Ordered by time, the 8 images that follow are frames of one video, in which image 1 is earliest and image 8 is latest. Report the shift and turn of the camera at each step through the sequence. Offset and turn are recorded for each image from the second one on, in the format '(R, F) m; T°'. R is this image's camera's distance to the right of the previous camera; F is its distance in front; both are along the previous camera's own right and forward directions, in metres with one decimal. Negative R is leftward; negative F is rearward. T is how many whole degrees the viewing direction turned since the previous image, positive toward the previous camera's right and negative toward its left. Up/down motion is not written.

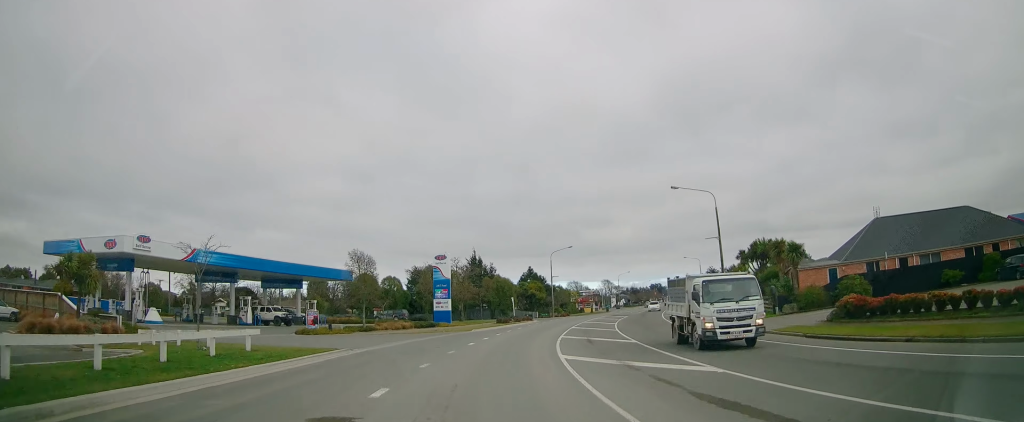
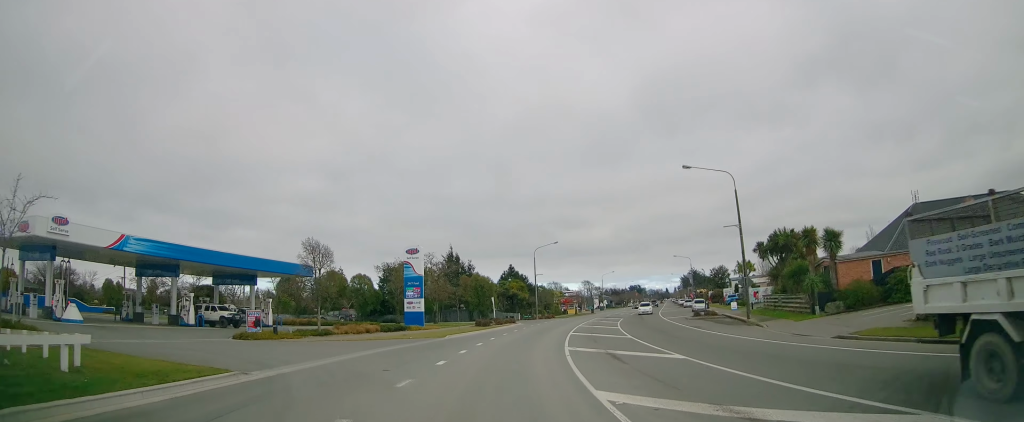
(0.0, +7.0) m; +2°
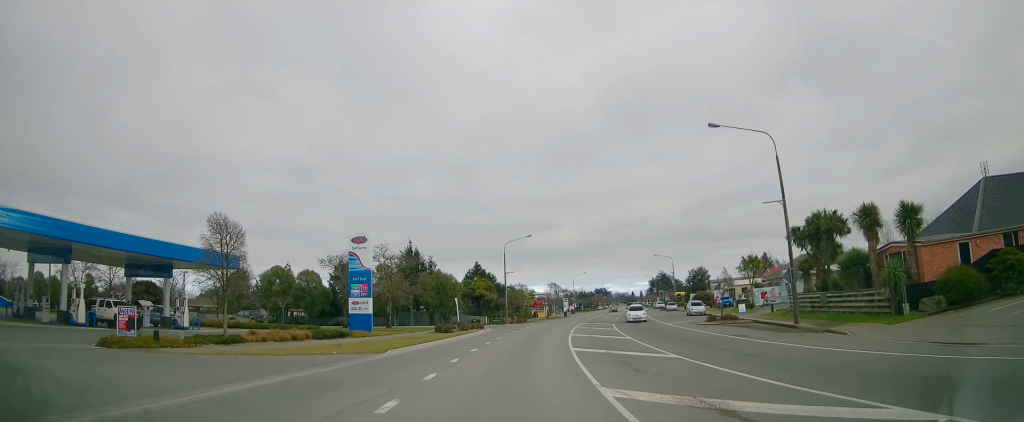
(+0.5, +9.8) m; +4°
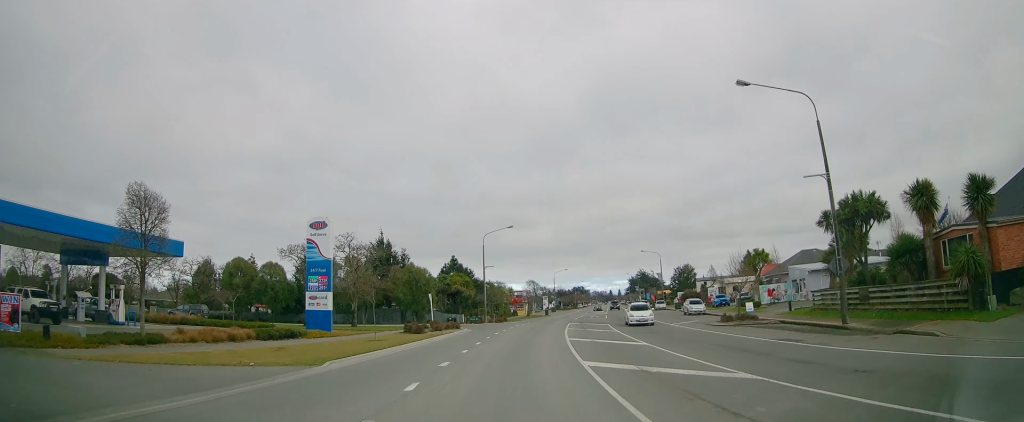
(+0.2, +5.9) m; +2°
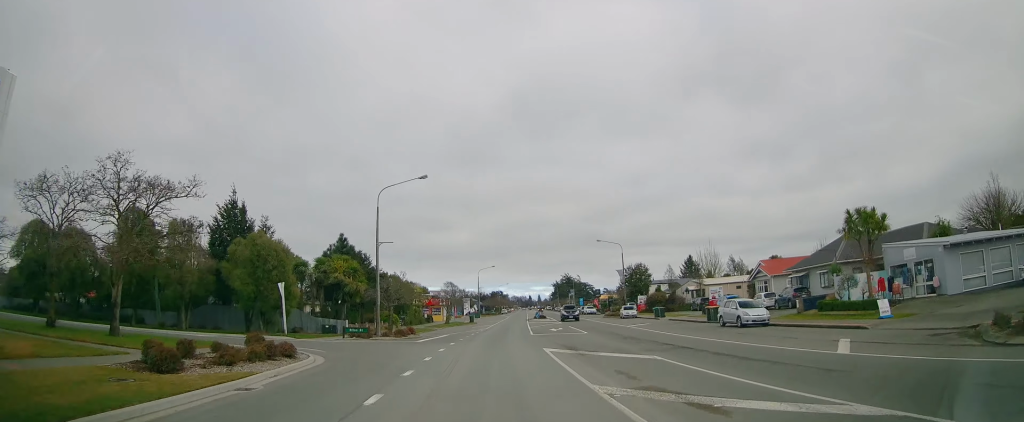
(+1.5, +25.0) m; +8°
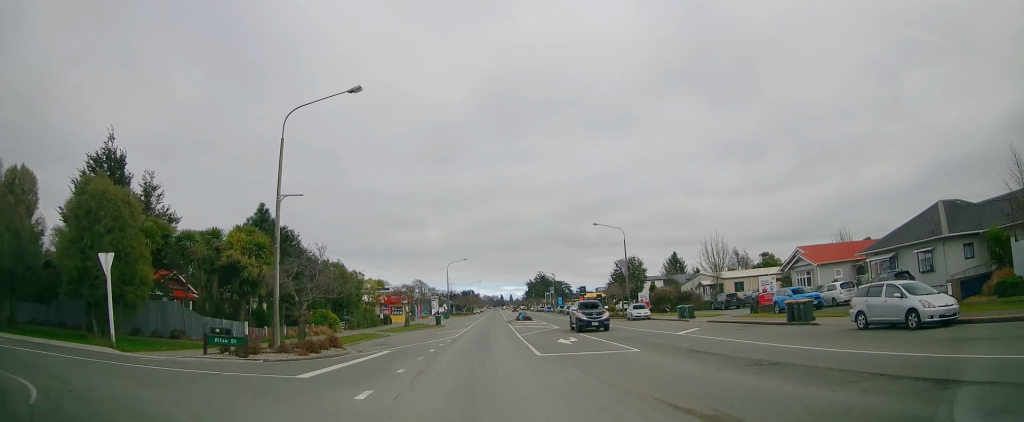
(+0.9, +14.8) m; +4°
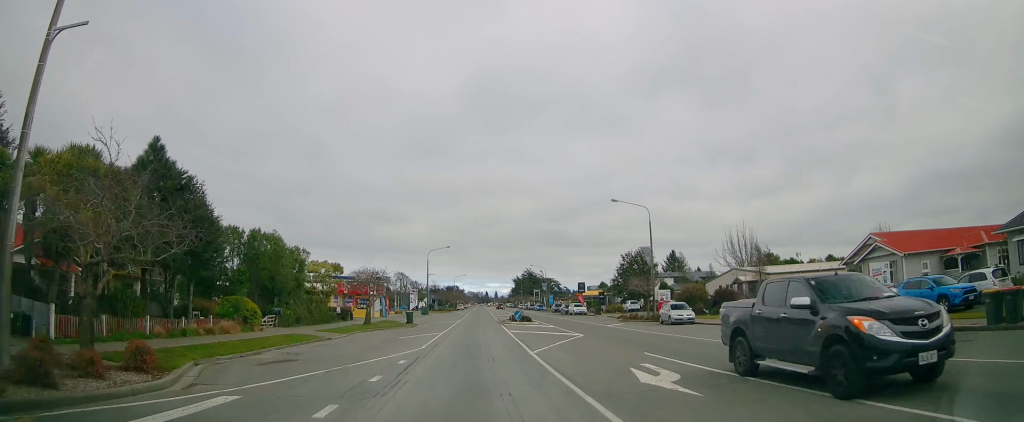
(+0.2, +13.6) m; +2°
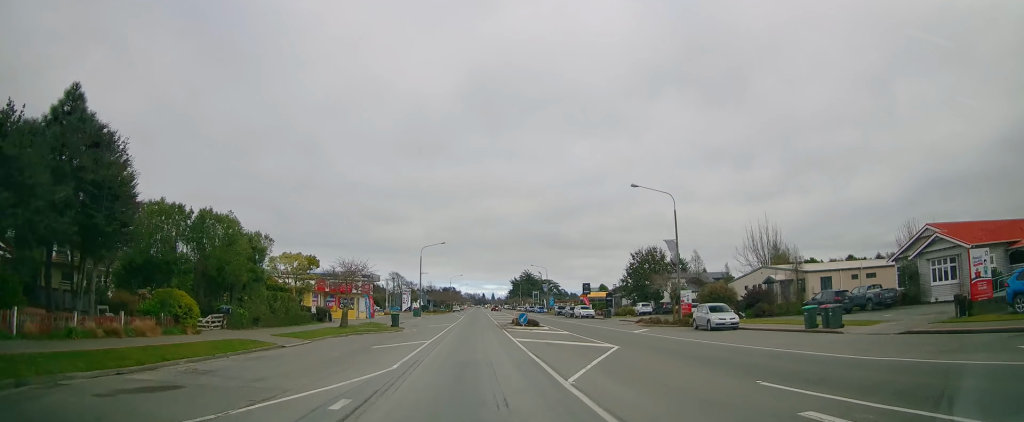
(+0.2, +6.9) m; 0°
